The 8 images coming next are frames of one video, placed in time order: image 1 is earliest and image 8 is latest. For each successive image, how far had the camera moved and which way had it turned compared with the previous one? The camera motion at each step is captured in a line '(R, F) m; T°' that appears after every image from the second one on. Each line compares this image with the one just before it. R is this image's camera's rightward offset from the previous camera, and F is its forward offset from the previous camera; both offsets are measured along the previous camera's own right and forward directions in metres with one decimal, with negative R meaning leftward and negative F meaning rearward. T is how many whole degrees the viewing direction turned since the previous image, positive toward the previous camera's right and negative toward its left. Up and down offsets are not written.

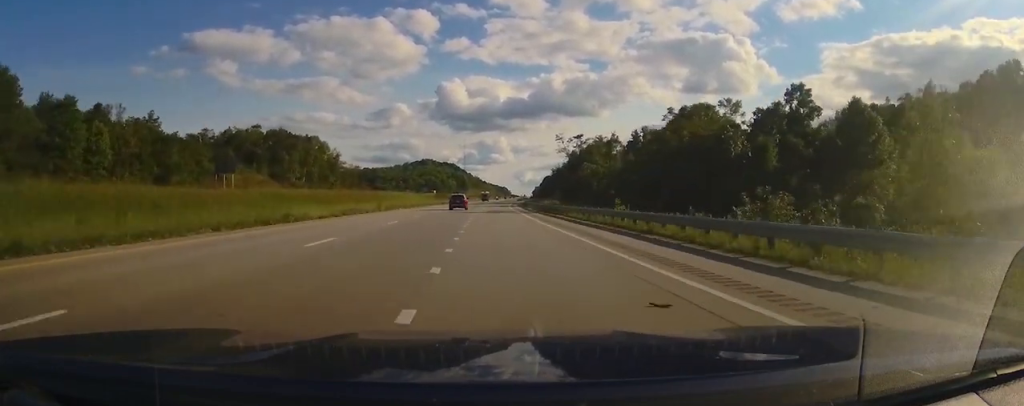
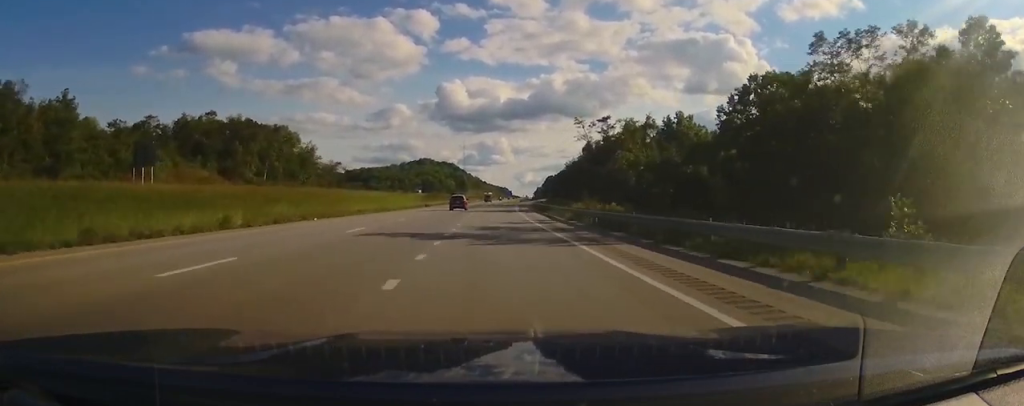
(-0.1, +29.9) m; +1°
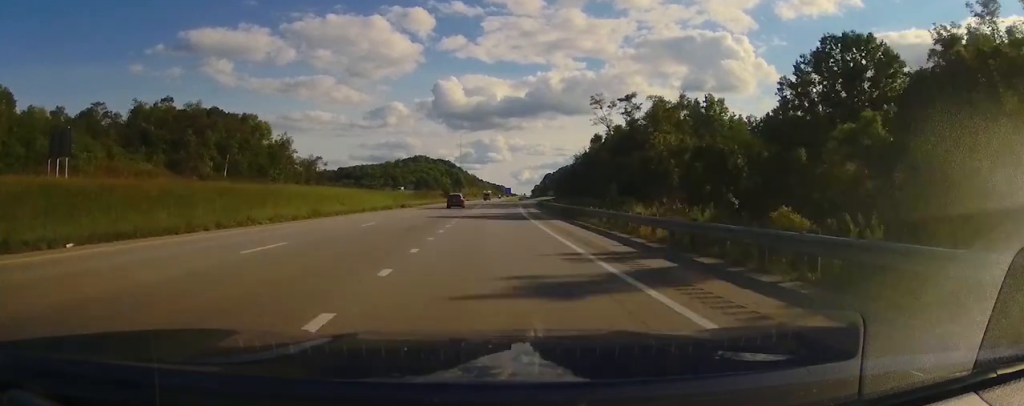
(0.0, +20.2) m; +2°
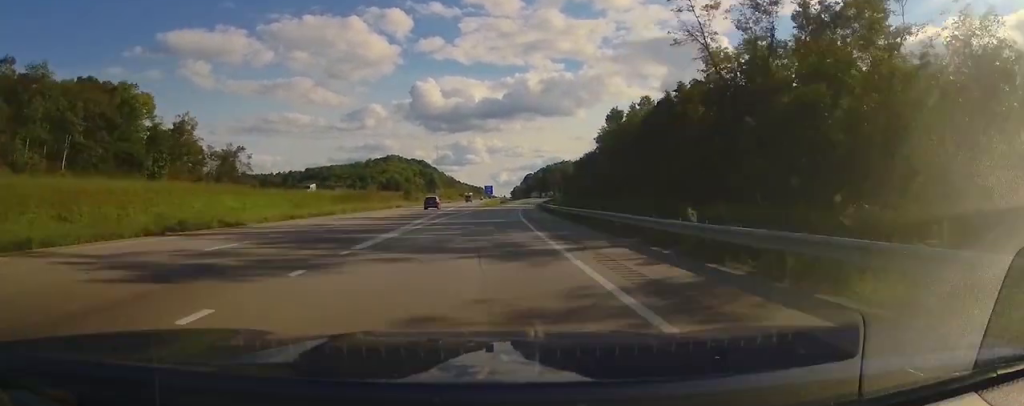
(+2.1, +46.1) m; +3°
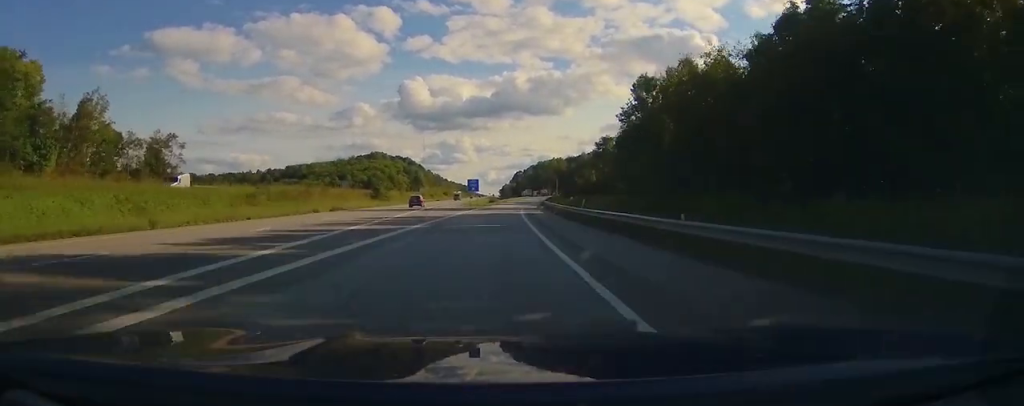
(0.0, +28.7) m; 0°
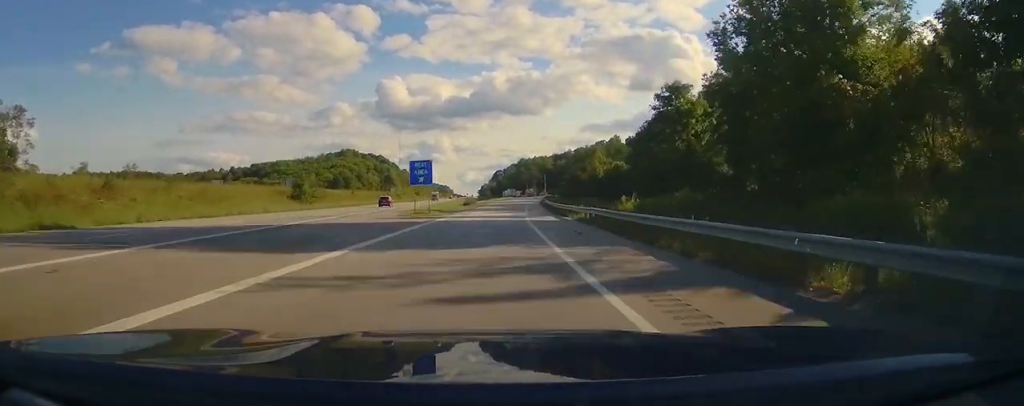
(0.0, +41.4) m; 0°
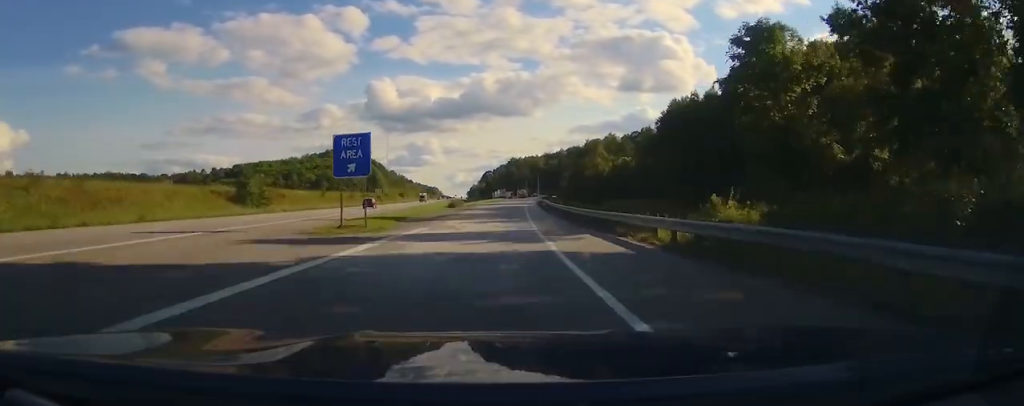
(0.0, +17.6) m; 0°
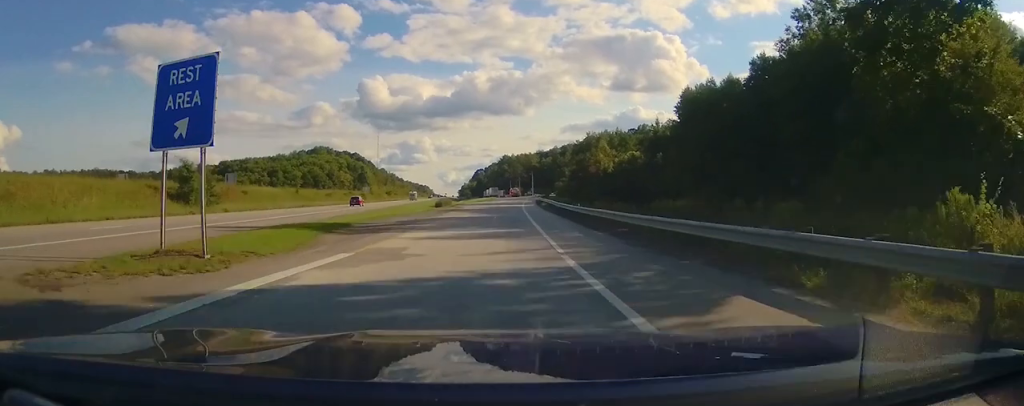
(0.0, +12.8) m; 0°
